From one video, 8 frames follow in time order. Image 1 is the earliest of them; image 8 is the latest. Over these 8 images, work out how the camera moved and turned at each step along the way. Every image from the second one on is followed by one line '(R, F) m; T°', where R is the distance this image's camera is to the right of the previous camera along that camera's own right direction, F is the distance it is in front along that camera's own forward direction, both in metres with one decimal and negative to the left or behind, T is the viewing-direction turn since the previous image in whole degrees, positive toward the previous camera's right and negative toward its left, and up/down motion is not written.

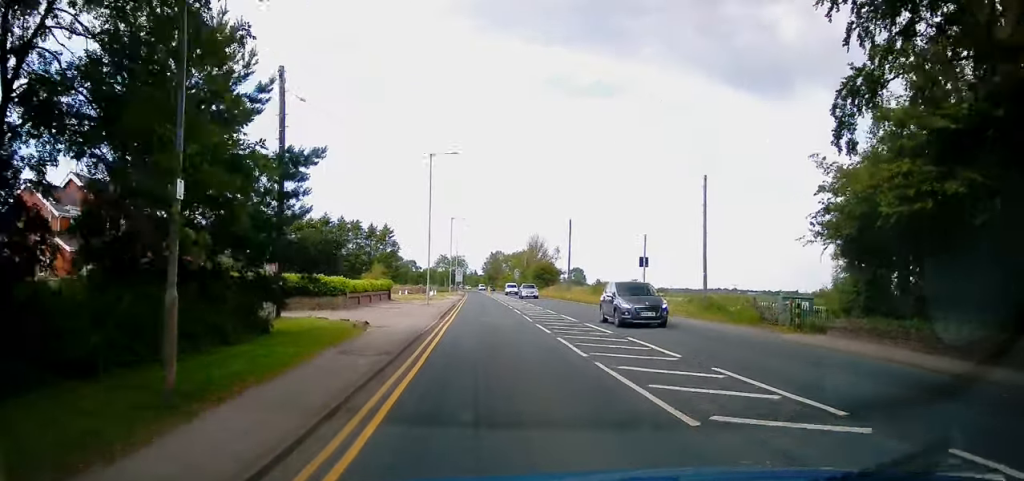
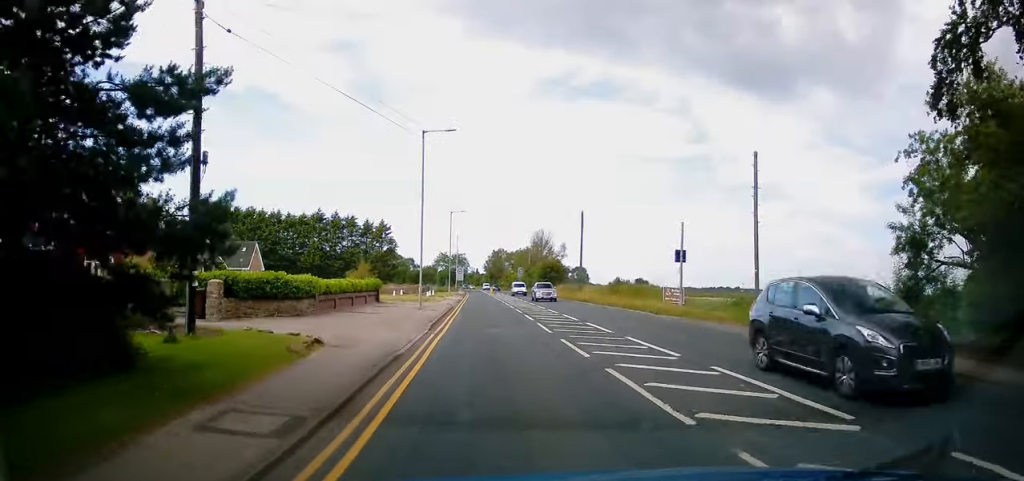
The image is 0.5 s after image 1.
(-0.1, +6.4) m; 0°
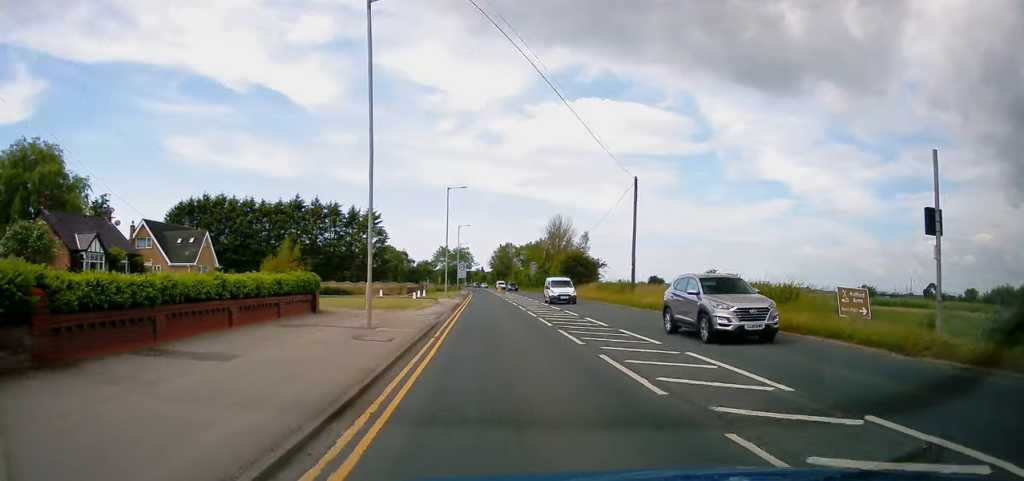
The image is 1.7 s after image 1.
(+0.3, +17.0) m; +1°
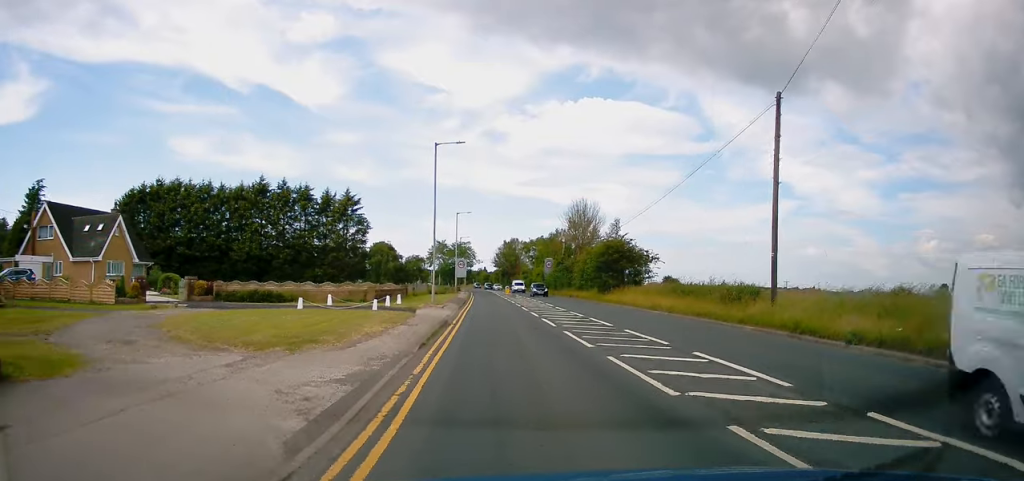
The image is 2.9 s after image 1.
(-0.2, +17.7) m; -1°
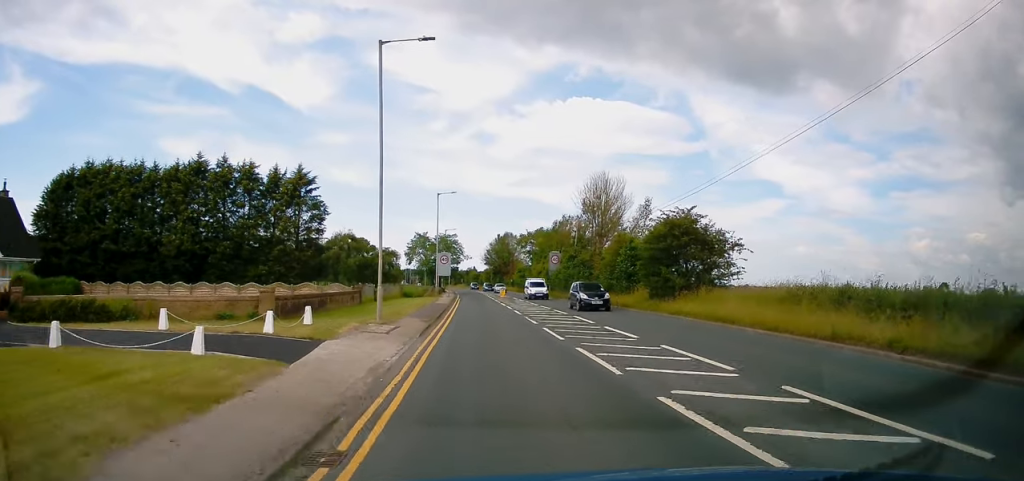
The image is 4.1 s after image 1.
(+0.1, +16.8) m; +1°
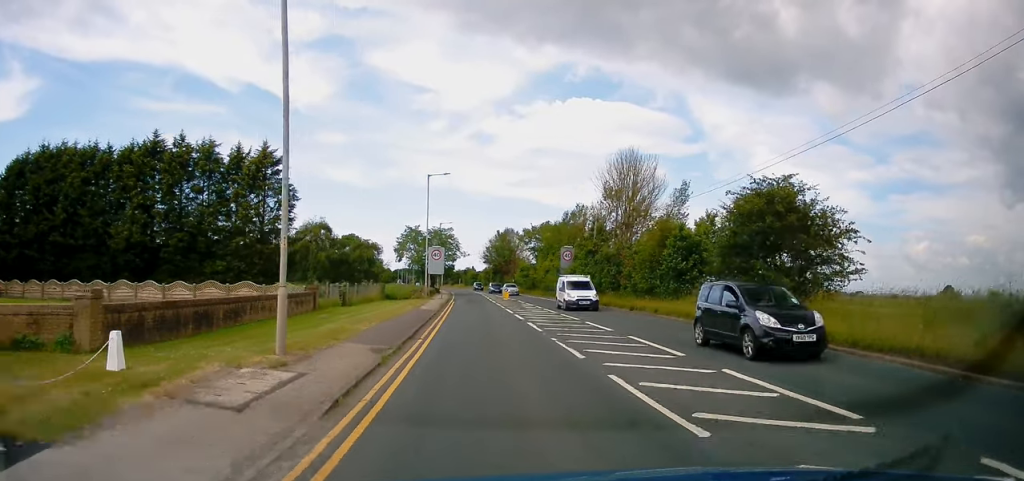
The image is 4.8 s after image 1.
(+0.1, +9.7) m; 0°
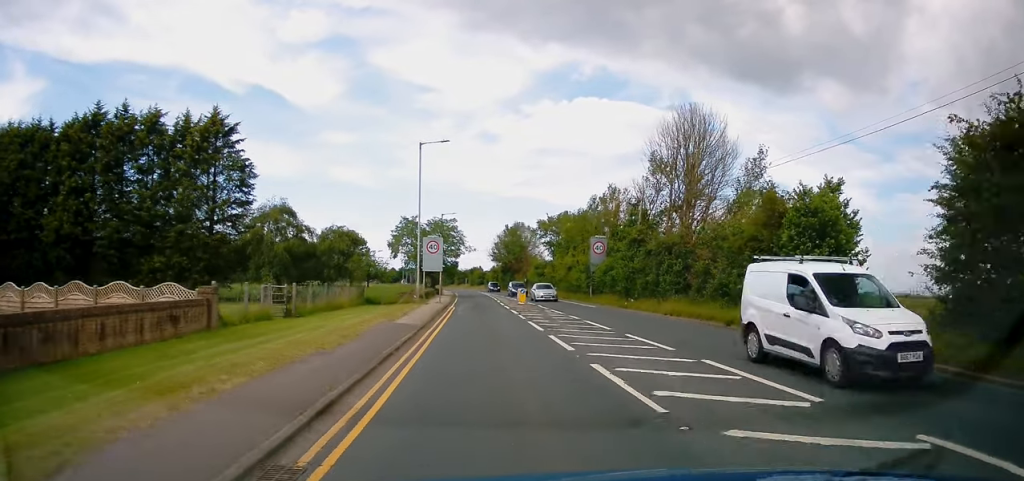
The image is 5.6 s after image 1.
(0.0, +11.6) m; 0°
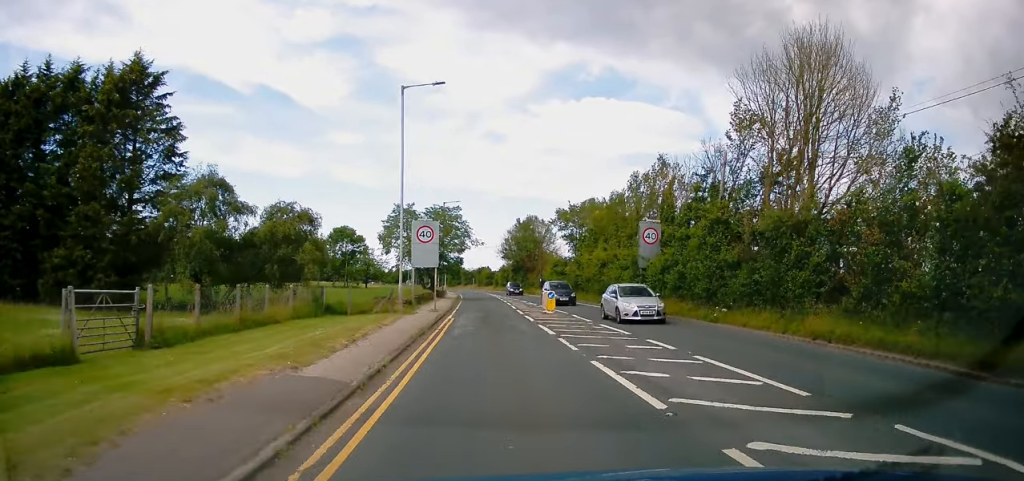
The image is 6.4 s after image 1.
(+0.1, +11.1) m; -1°
